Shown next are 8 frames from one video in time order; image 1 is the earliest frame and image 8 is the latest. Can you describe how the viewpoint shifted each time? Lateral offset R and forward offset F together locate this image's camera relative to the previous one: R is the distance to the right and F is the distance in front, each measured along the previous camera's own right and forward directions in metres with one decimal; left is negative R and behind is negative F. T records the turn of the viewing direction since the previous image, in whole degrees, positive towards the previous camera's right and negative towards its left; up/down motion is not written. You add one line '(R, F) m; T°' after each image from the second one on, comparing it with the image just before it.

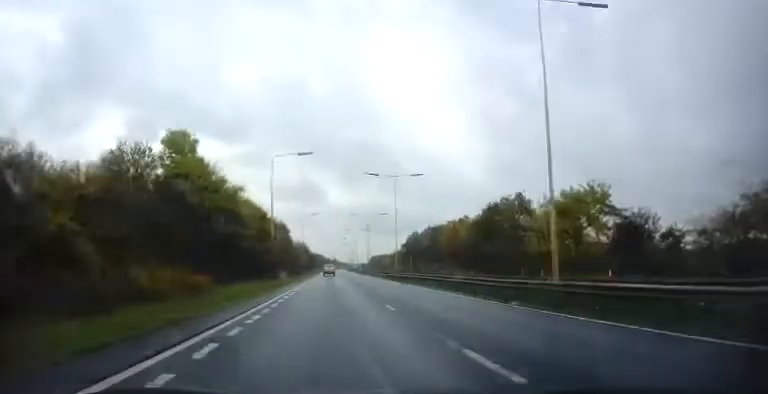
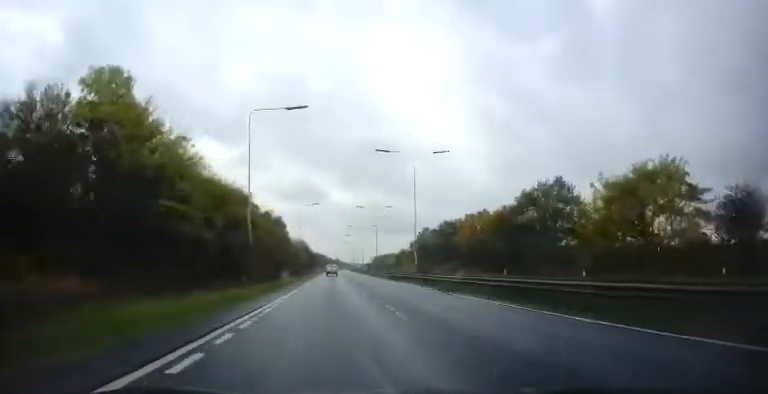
(0.0, +11.5) m; 0°
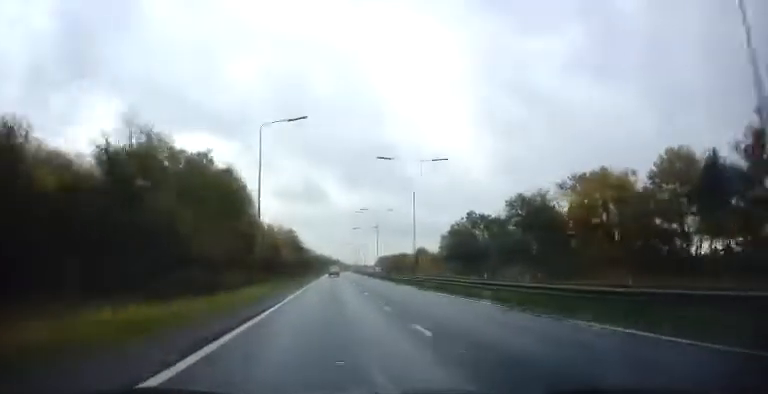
(-0.4, +39.0) m; -1°
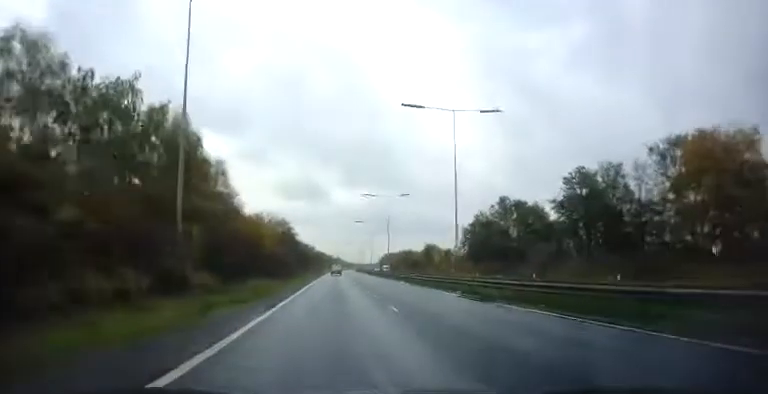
(+0.1, +15.3) m; 0°
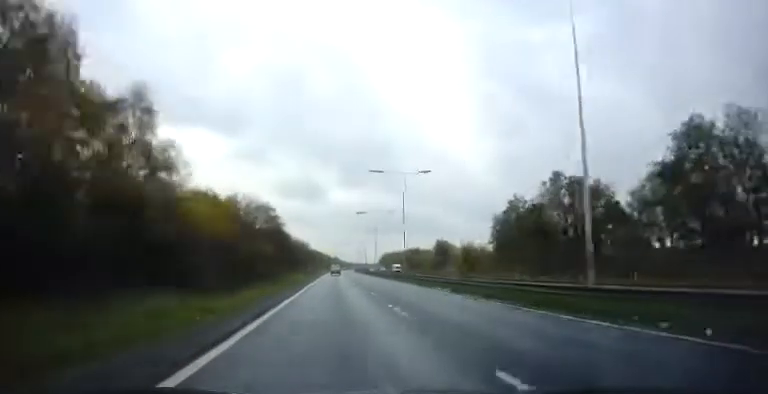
(-0.1, +17.1) m; +1°
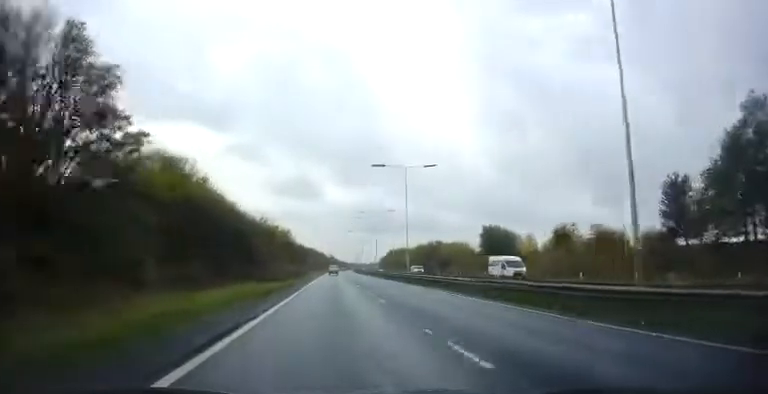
(+0.7, +42.6) m; +1°
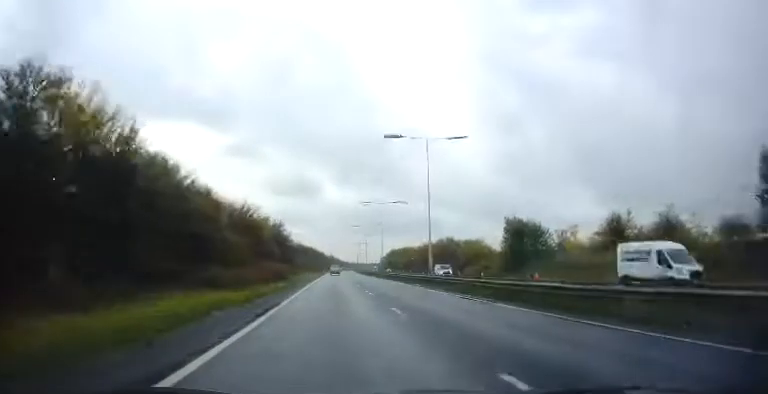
(-0.2, +11.5) m; 0°
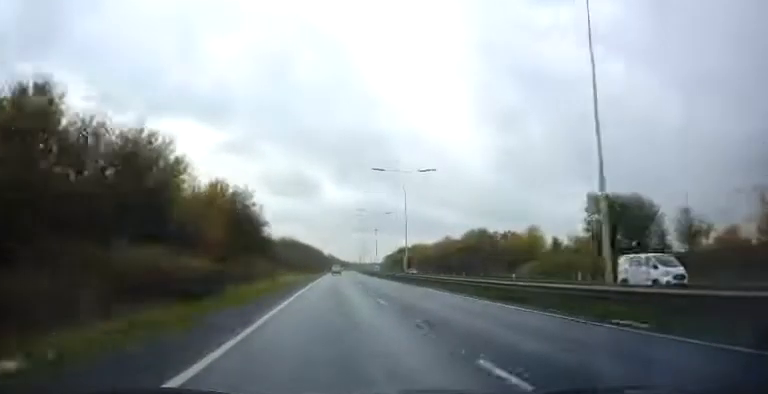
(0.0, +25.9) m; 0°
